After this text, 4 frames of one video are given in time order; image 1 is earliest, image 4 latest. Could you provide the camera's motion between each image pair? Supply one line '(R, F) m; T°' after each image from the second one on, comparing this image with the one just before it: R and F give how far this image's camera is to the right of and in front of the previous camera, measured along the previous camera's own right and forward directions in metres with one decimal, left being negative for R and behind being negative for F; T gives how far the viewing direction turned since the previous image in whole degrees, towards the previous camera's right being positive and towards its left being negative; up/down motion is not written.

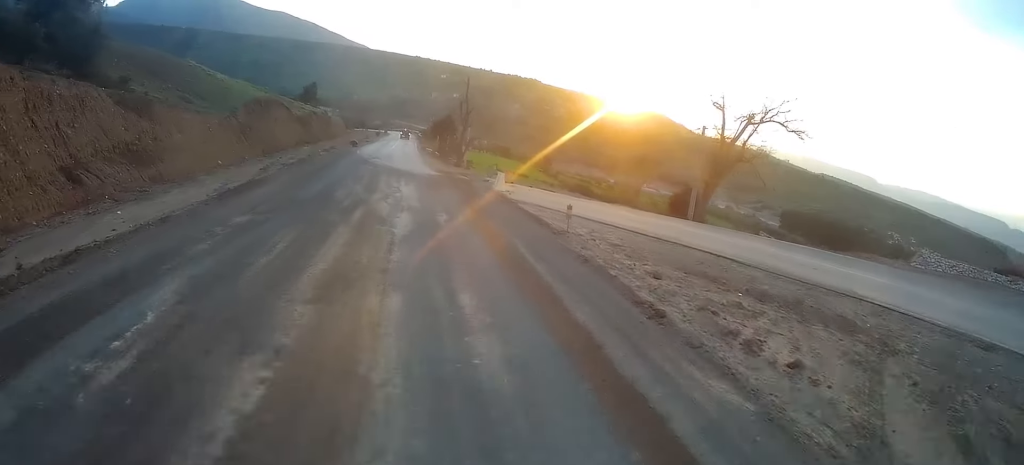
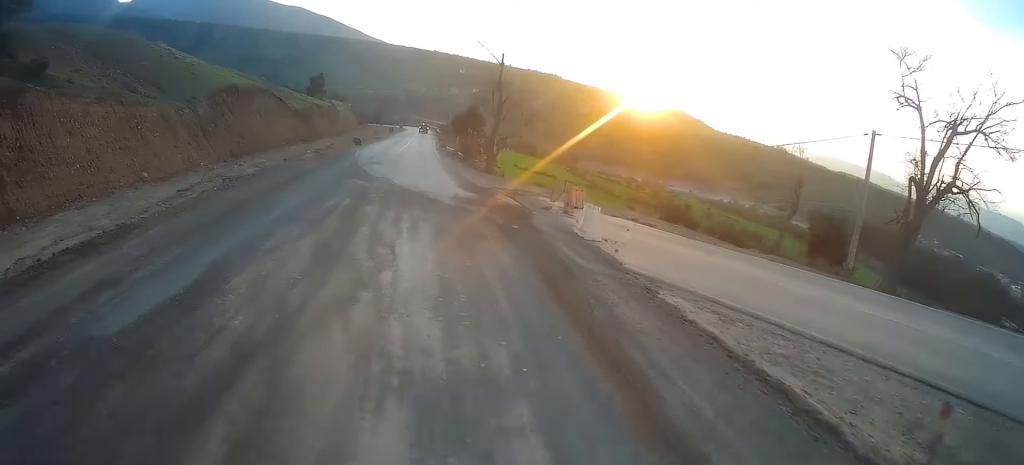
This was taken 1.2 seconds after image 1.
(0.0, +12.8) m; -3°
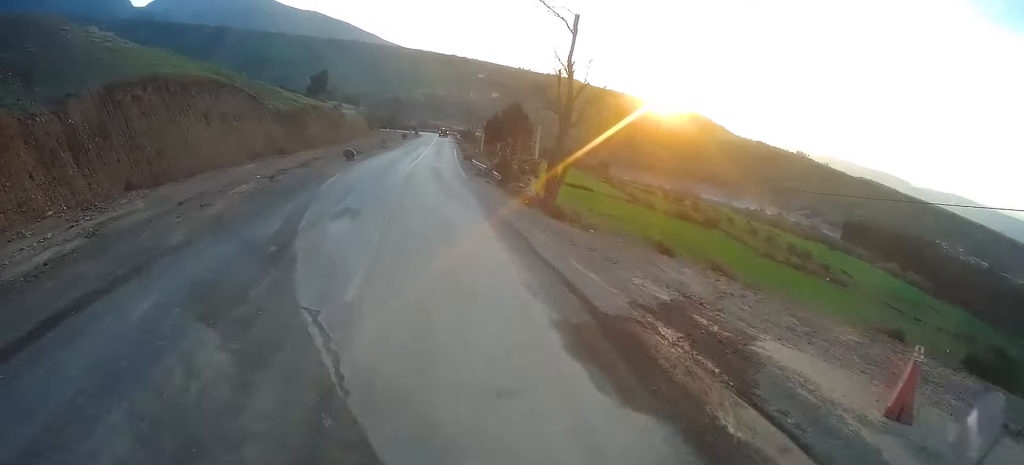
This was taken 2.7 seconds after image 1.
(-1.0, +16.6) m; -3°
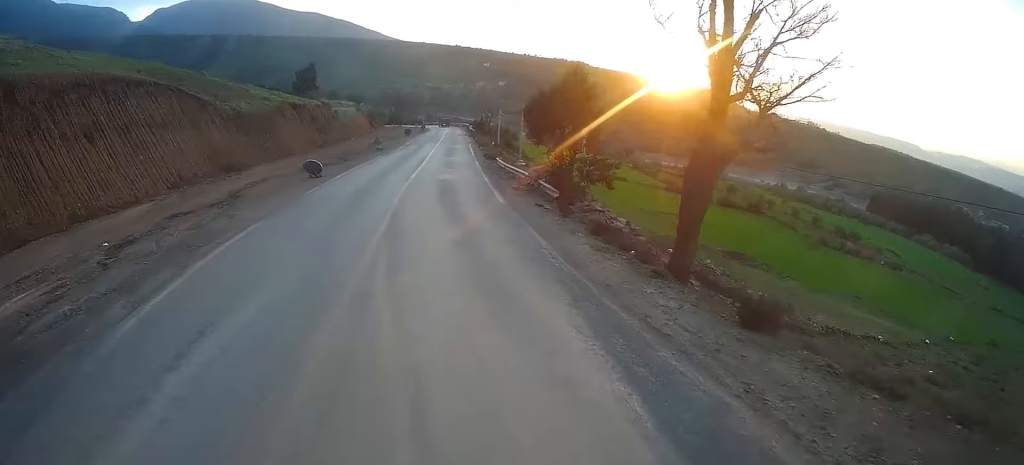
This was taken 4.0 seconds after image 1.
(+0.2, +14.8) m; +3°
